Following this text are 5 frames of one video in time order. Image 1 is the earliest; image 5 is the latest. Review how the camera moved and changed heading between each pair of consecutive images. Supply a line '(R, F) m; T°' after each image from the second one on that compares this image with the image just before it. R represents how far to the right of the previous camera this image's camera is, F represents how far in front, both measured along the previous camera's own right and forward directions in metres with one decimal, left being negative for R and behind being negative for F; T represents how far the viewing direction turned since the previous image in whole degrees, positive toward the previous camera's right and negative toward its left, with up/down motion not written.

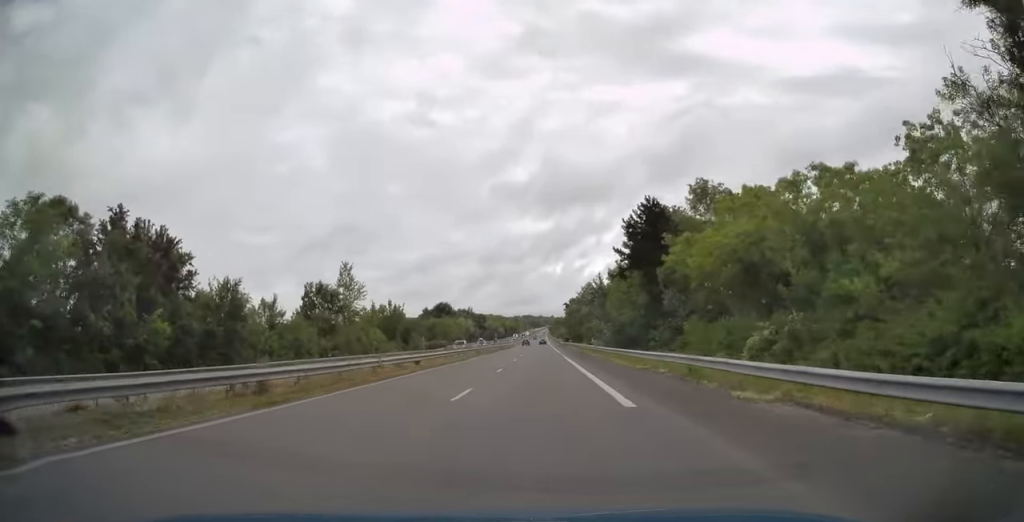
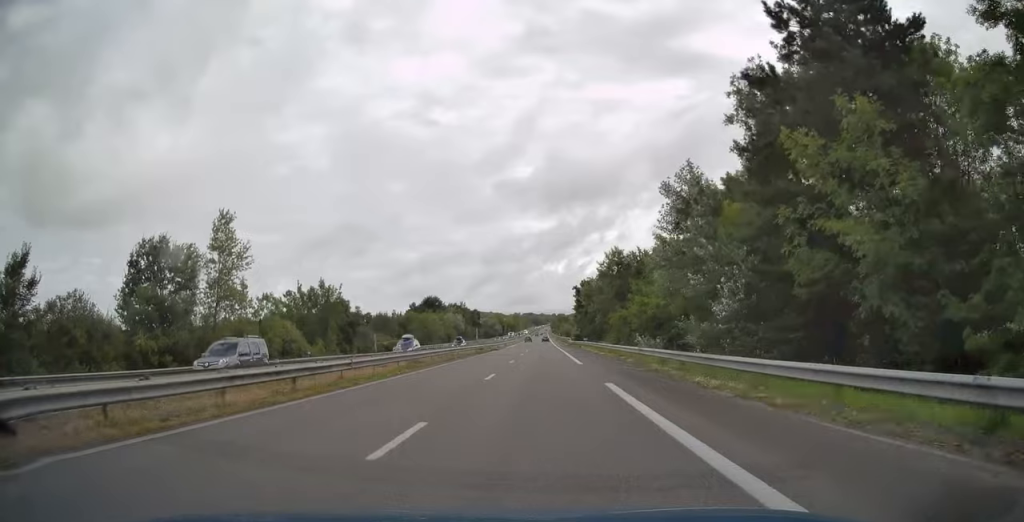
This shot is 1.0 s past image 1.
(+0.1, +33.3) m; 0°
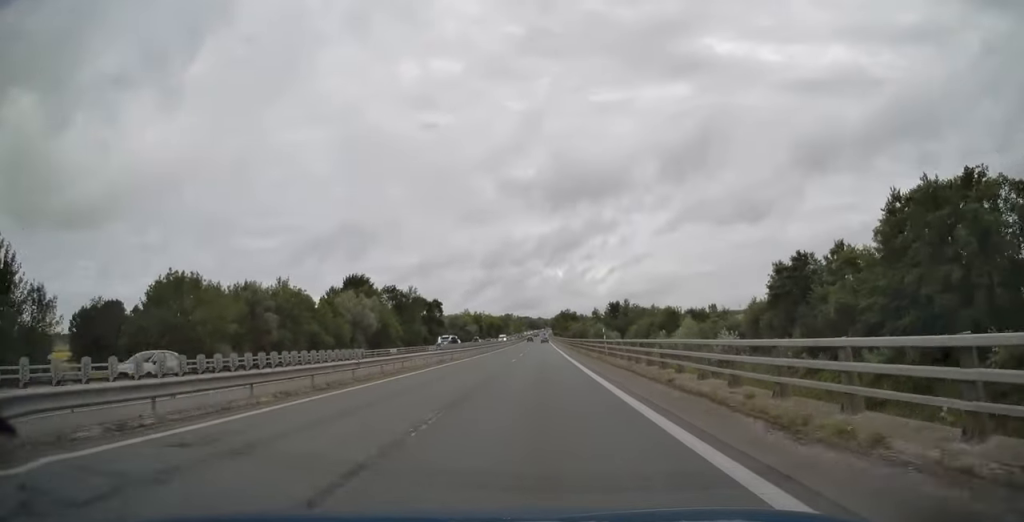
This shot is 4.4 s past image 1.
(-0.3, +109.4) m; 0°
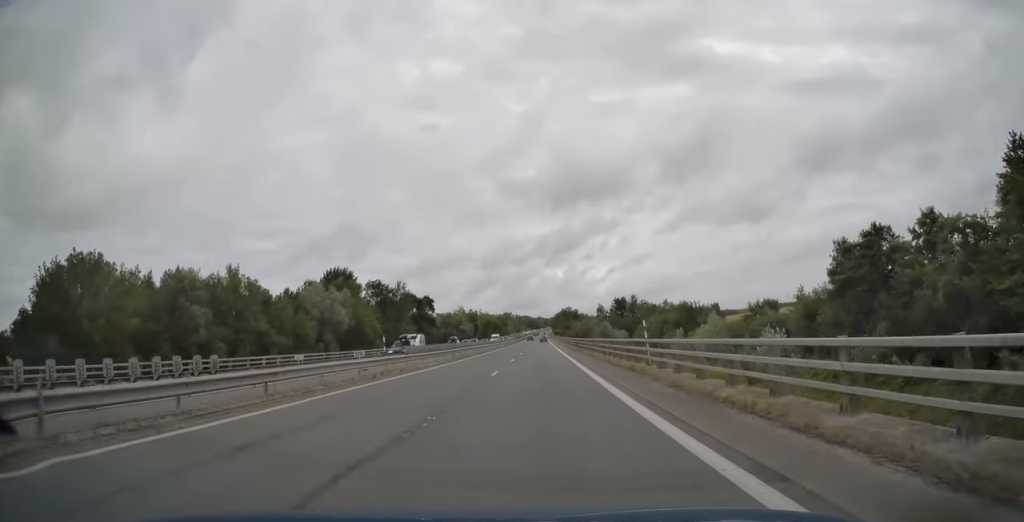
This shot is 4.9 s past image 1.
(+0.1, +15.0) m; 0°
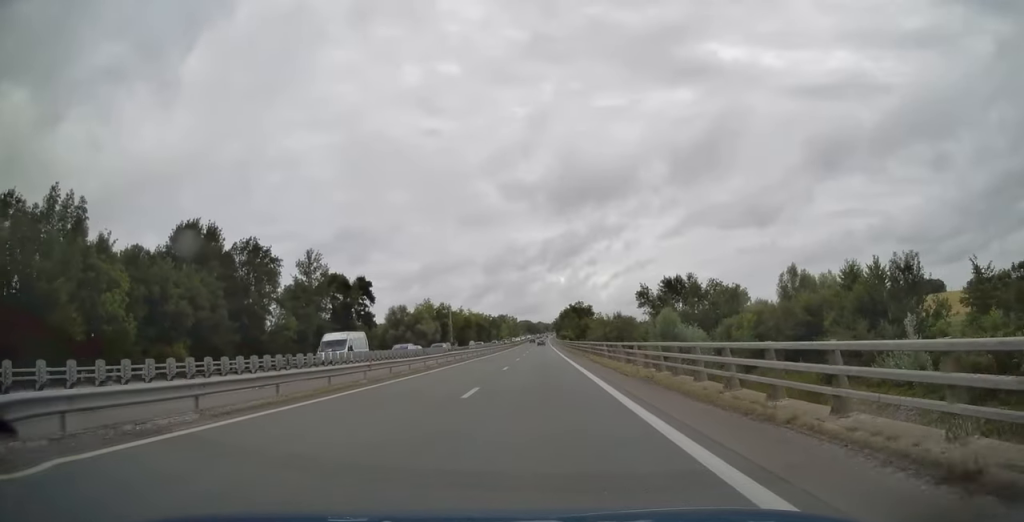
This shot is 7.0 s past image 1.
(+0.1, +67.4) m; 0°
